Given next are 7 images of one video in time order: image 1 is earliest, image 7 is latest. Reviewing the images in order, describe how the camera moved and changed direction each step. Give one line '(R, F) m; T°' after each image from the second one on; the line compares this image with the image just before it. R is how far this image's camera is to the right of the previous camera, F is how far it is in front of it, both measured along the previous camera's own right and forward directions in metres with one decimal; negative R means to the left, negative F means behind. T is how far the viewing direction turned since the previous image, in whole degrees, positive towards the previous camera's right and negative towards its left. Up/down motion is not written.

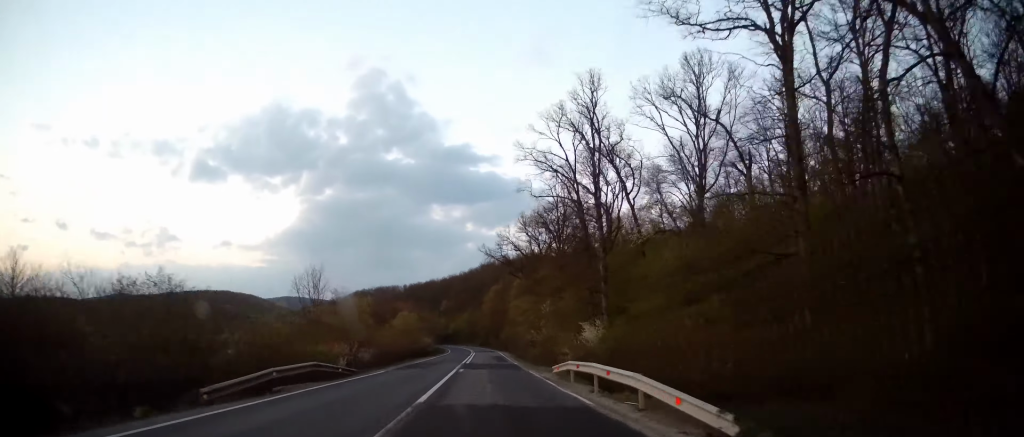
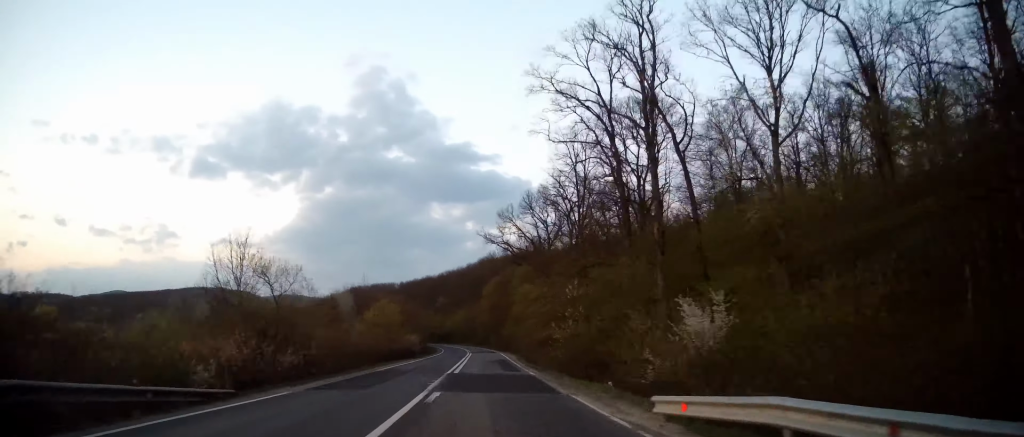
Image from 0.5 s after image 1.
(+0.1, +13.8) m; 0°
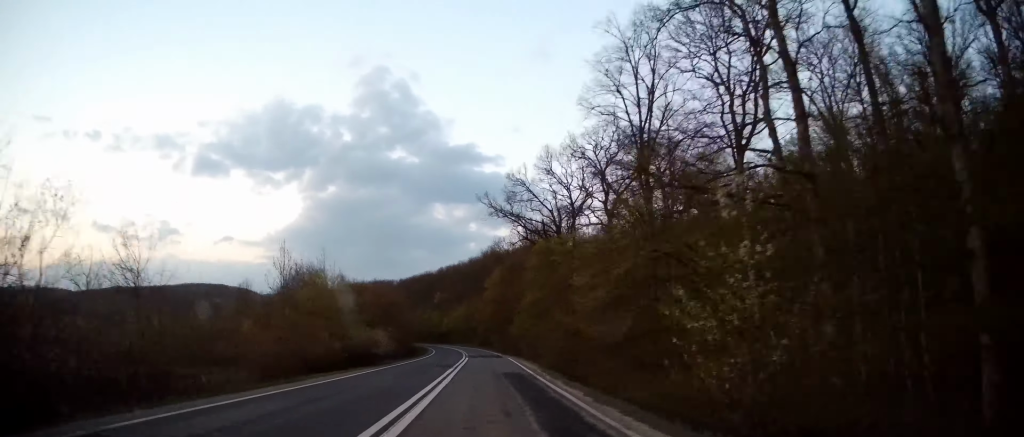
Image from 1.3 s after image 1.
(-0.1, +20.0) m; 0°
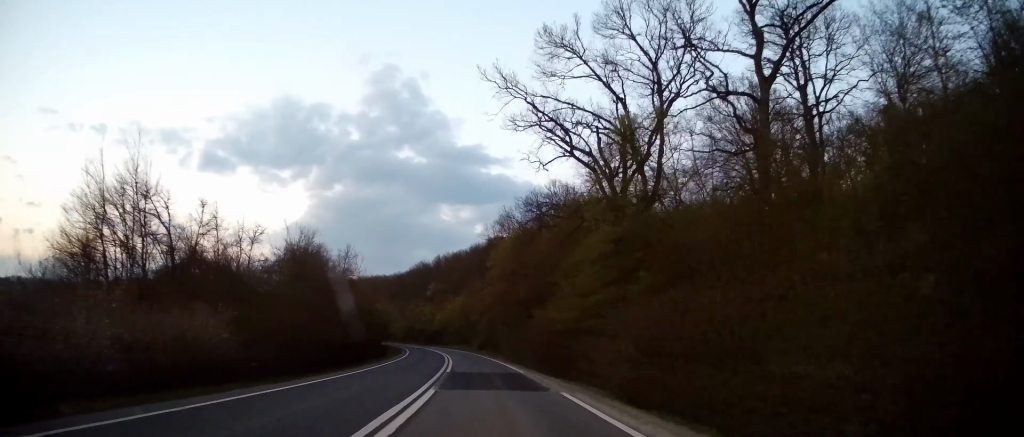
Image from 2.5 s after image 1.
(0.0, +31.3) m; -1°
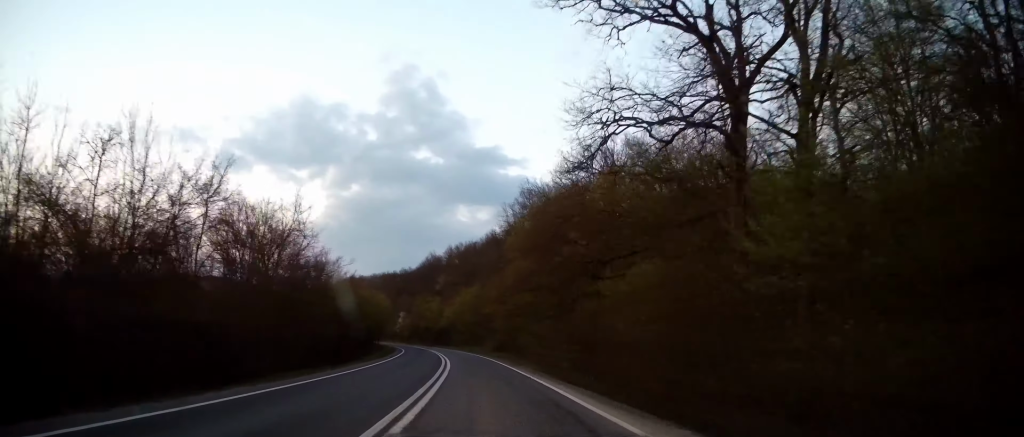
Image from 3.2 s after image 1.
(-0.2, +17.4) m; -1°
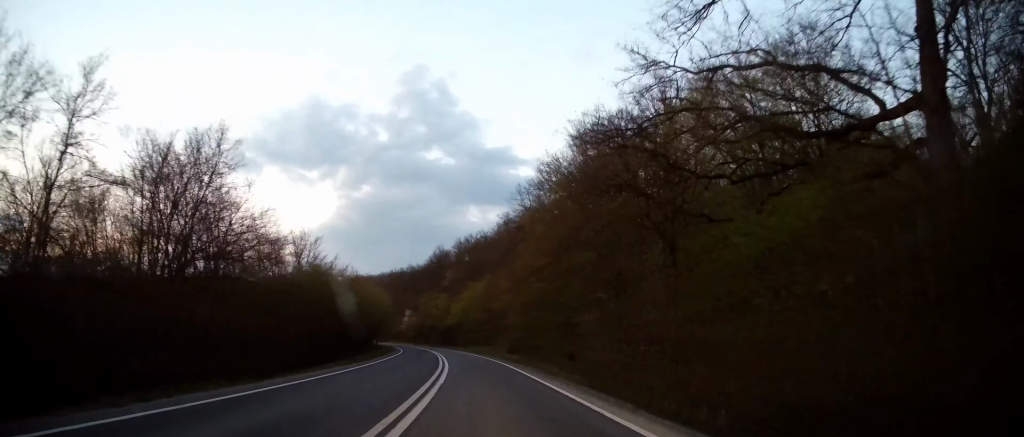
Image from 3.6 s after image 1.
(0.0, +11.3) m; 0°
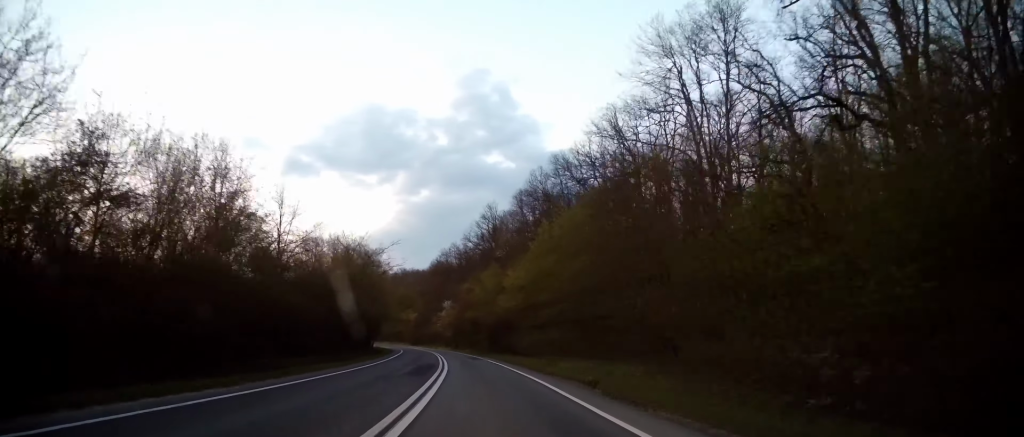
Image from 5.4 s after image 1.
(-1.2, +46.1) m; -5°
